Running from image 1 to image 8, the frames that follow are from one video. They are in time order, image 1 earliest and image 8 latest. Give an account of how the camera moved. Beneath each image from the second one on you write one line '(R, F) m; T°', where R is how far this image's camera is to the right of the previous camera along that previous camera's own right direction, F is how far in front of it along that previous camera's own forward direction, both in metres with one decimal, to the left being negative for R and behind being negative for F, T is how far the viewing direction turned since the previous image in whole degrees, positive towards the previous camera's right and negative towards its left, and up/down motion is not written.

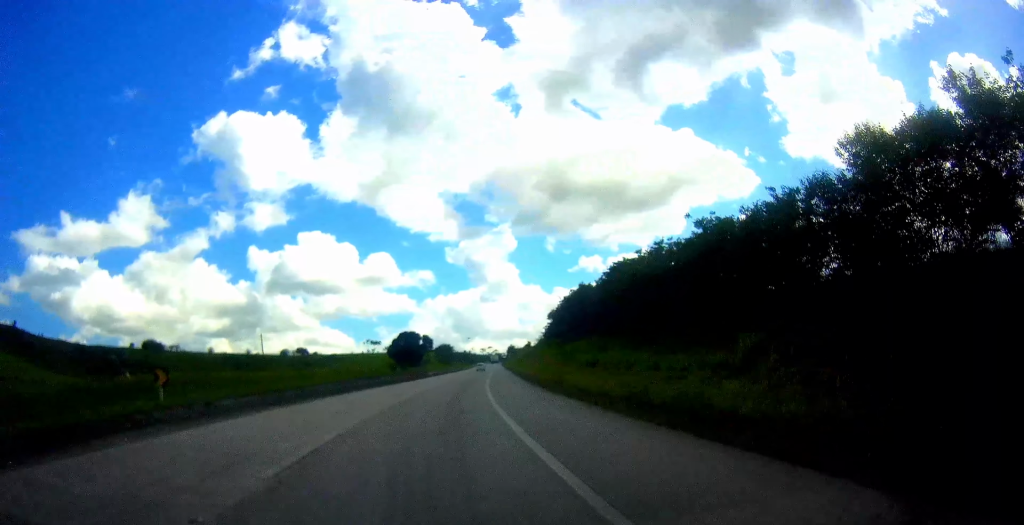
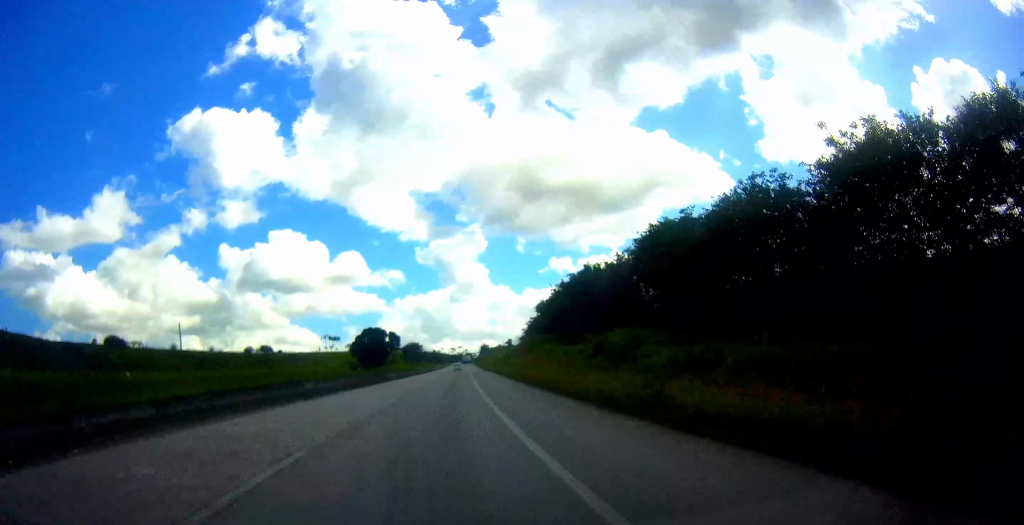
(+0.1, +18.9) m; +4°
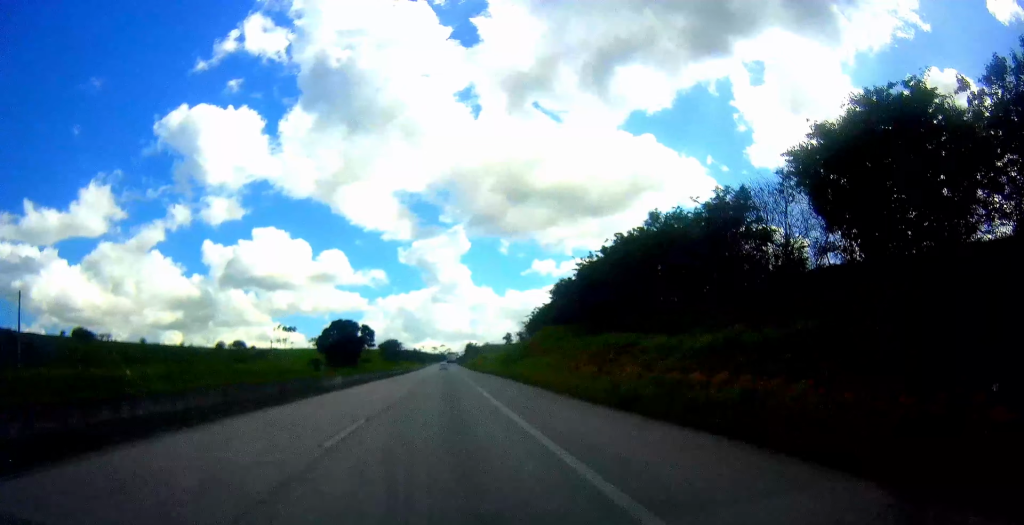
(+2.1, +26.2) m; +6°
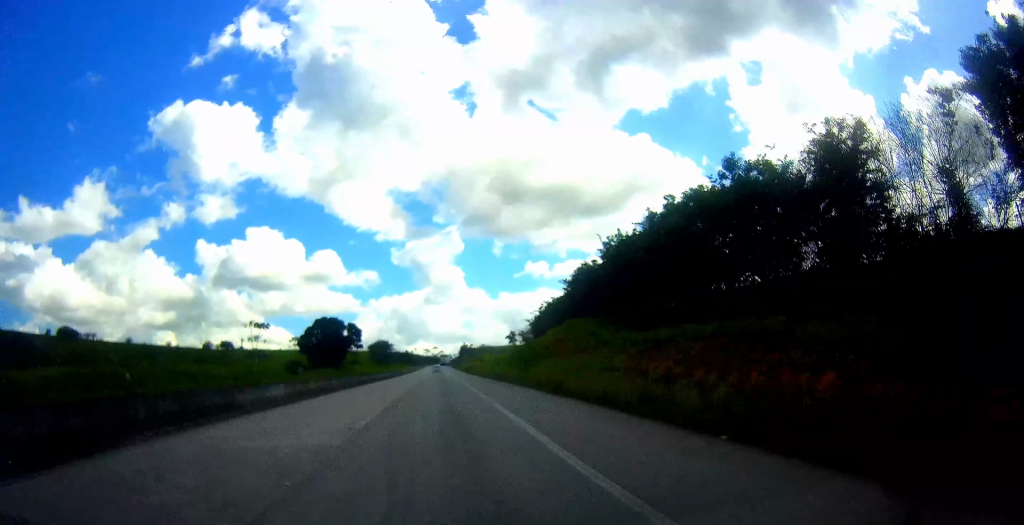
(+0.1, +13.4) m; +2°
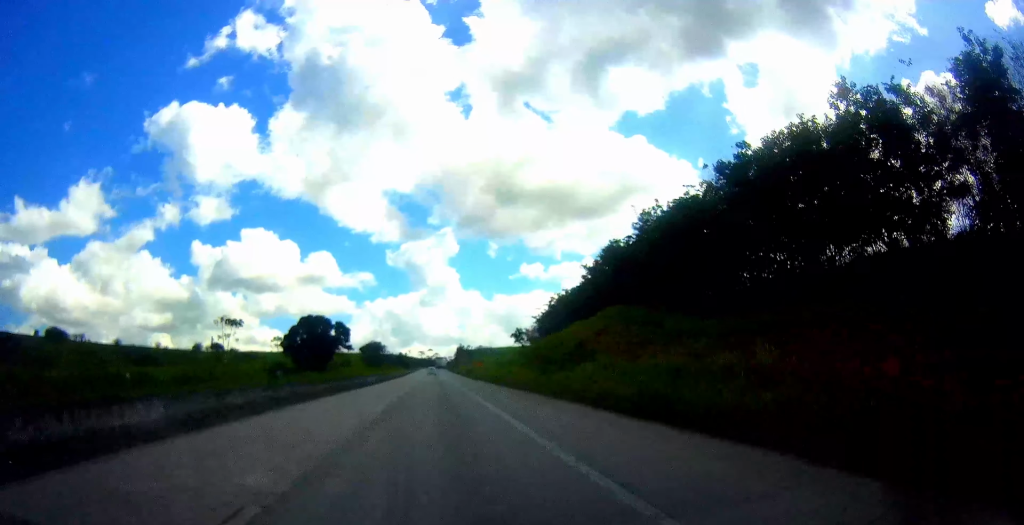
(-0.3, +11.5) m; +1°
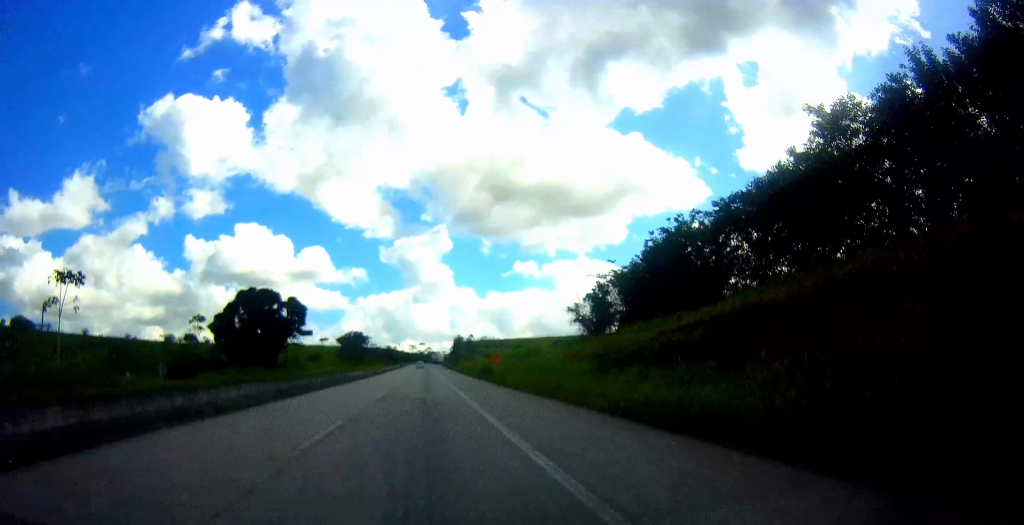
(+2.0, +40.8) m; +2°
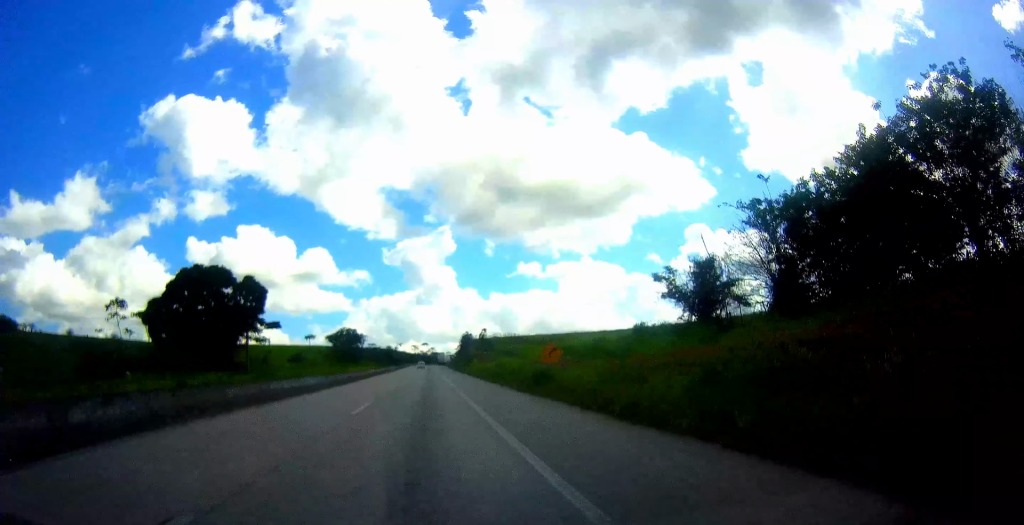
(-0.5, +25.4) m; 0°
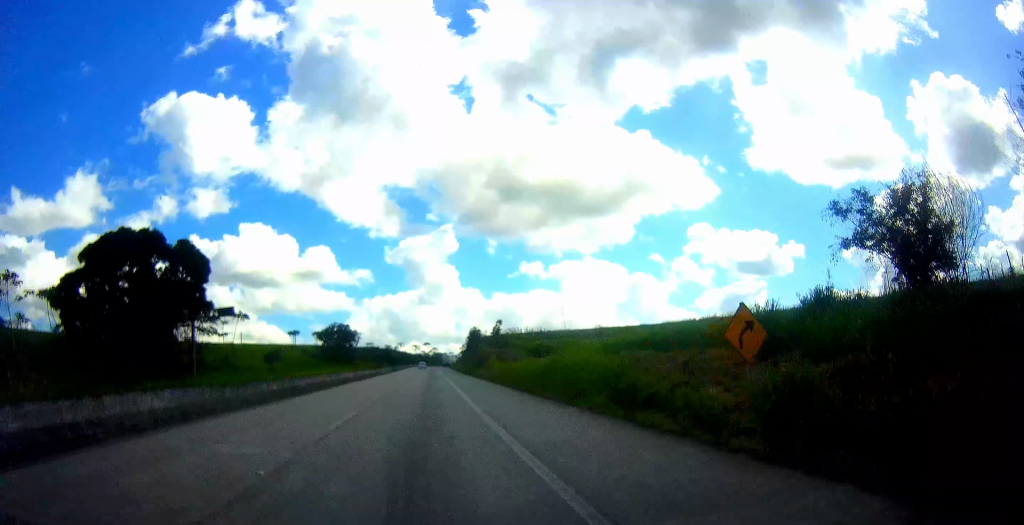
(+0.3, +20.5) m; 0°
